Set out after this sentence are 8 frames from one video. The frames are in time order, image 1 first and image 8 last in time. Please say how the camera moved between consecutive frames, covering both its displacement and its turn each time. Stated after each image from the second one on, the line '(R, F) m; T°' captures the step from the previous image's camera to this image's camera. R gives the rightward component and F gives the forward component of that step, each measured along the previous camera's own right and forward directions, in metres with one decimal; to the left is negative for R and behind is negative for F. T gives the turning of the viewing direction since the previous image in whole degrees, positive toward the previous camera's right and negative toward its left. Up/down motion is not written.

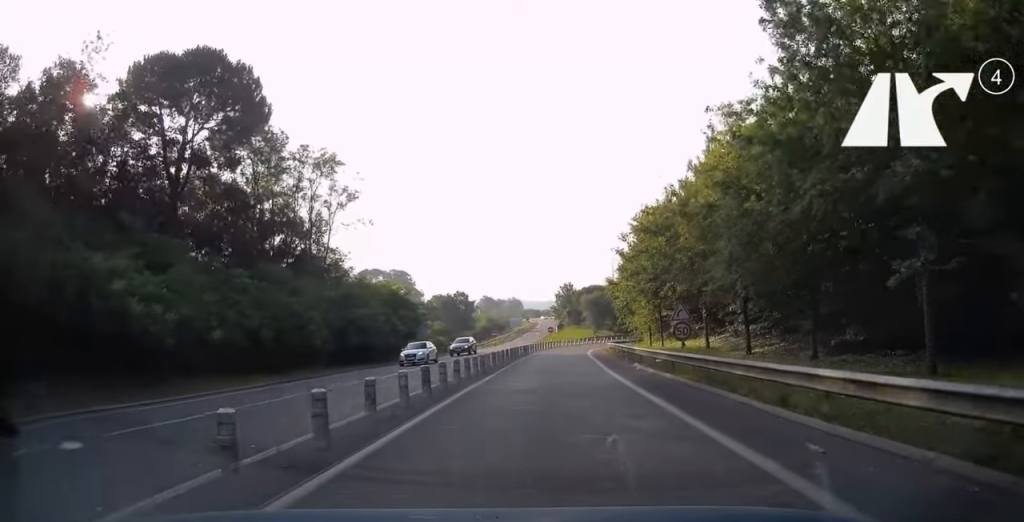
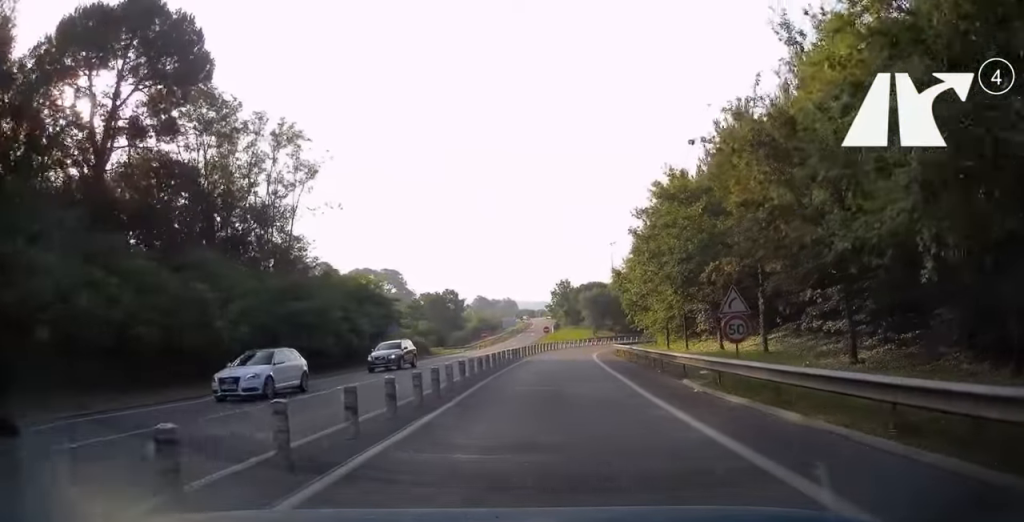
(+0.3, +9.5) m; +1°
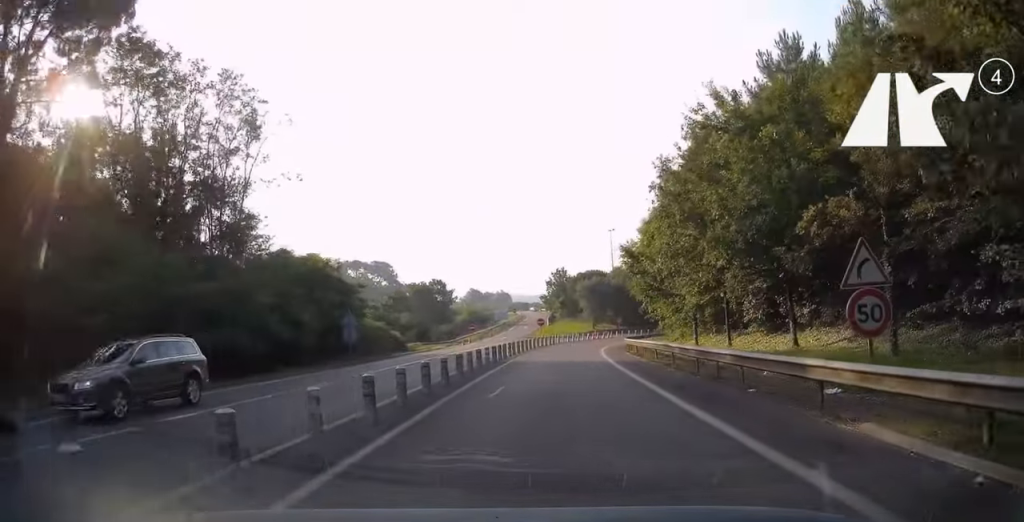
(+0.1, +9.7) m; 0°
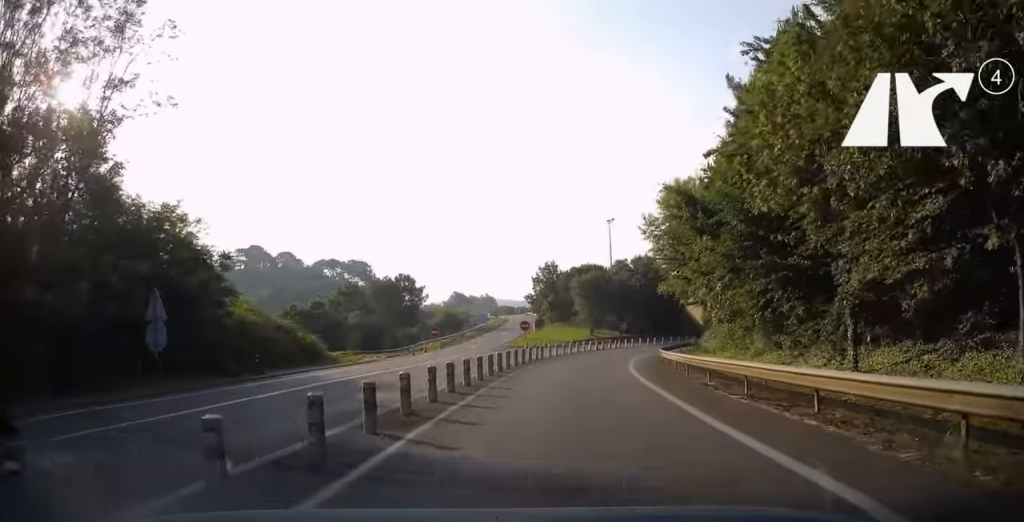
(-0.3, +19.2) m; 0°
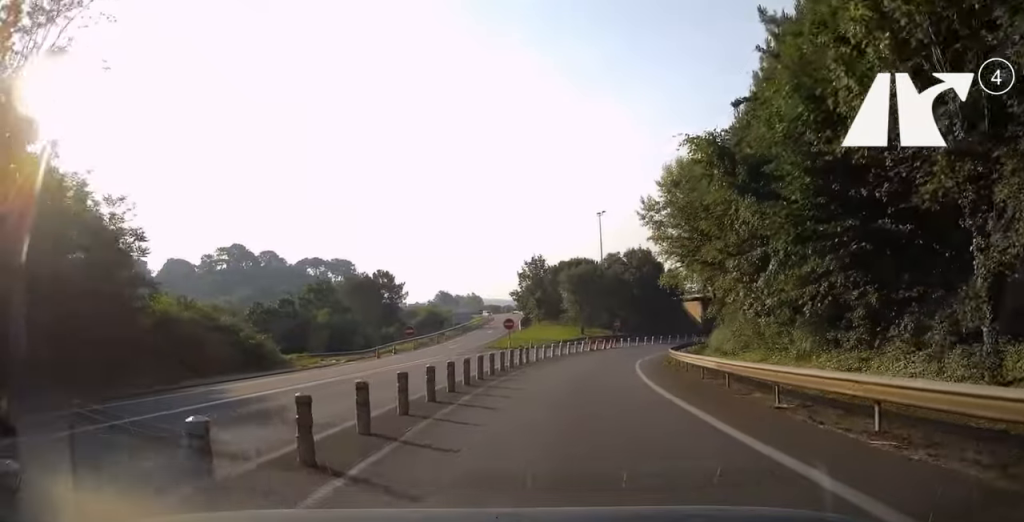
(+0.1, +6.1) m; +2°
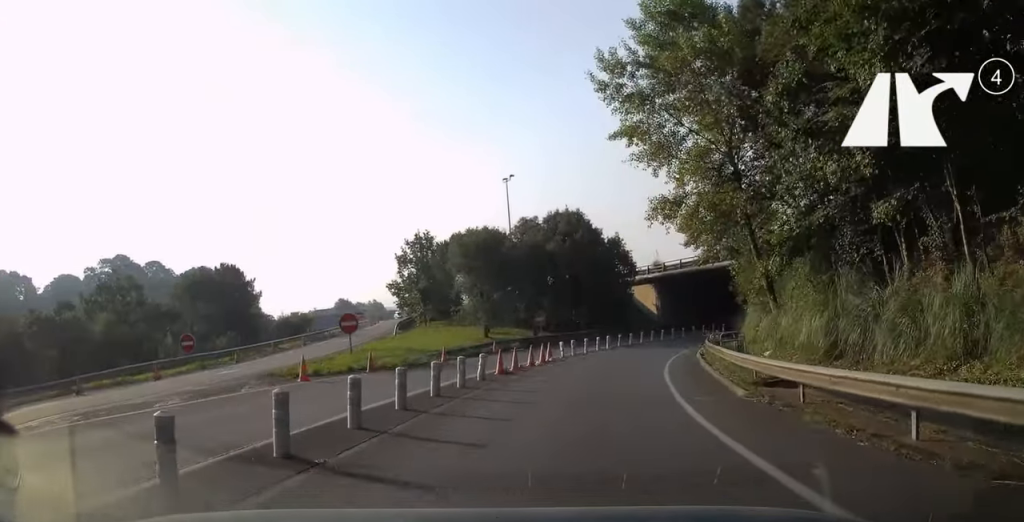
(+2.4, +25.4) m; +12°
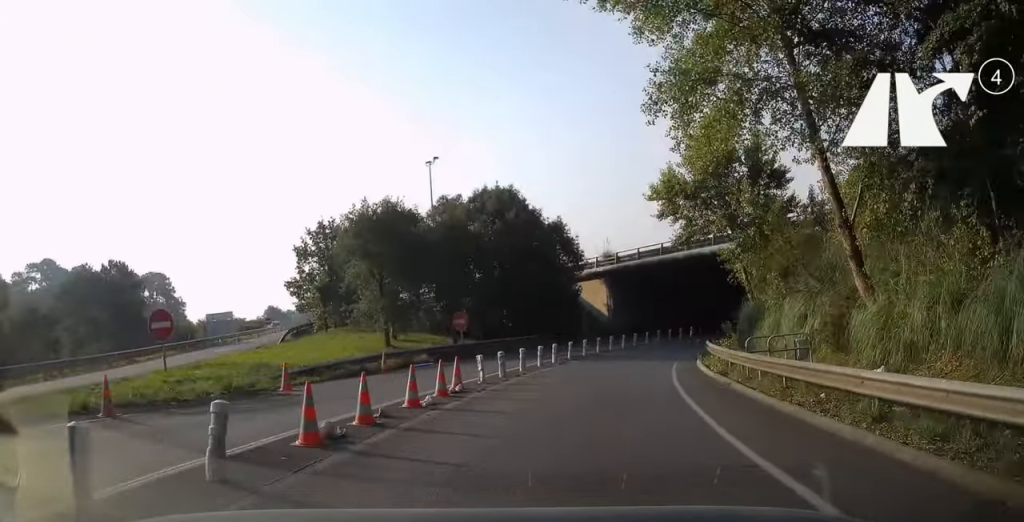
(+0.5, +11.2) m; +6°
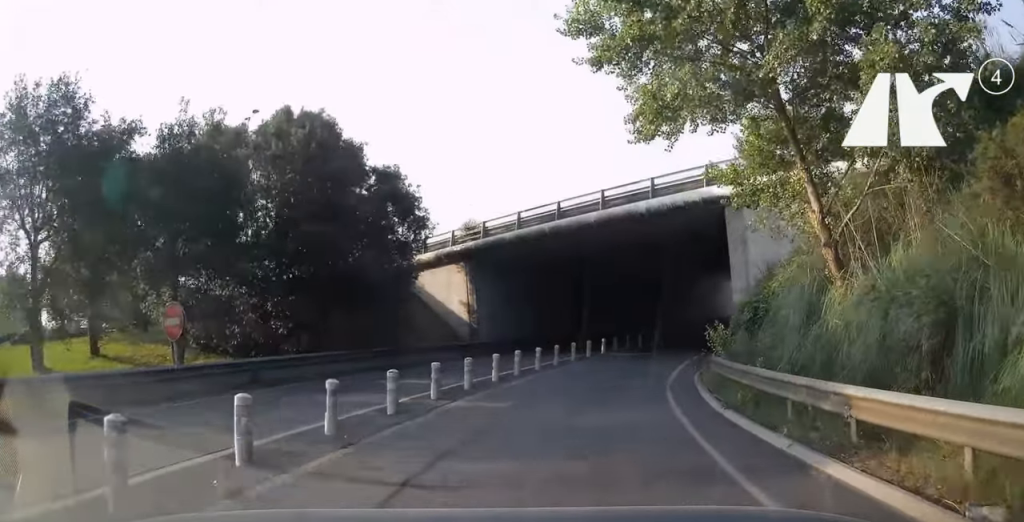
(+1.8, +17.7) m; +12°
